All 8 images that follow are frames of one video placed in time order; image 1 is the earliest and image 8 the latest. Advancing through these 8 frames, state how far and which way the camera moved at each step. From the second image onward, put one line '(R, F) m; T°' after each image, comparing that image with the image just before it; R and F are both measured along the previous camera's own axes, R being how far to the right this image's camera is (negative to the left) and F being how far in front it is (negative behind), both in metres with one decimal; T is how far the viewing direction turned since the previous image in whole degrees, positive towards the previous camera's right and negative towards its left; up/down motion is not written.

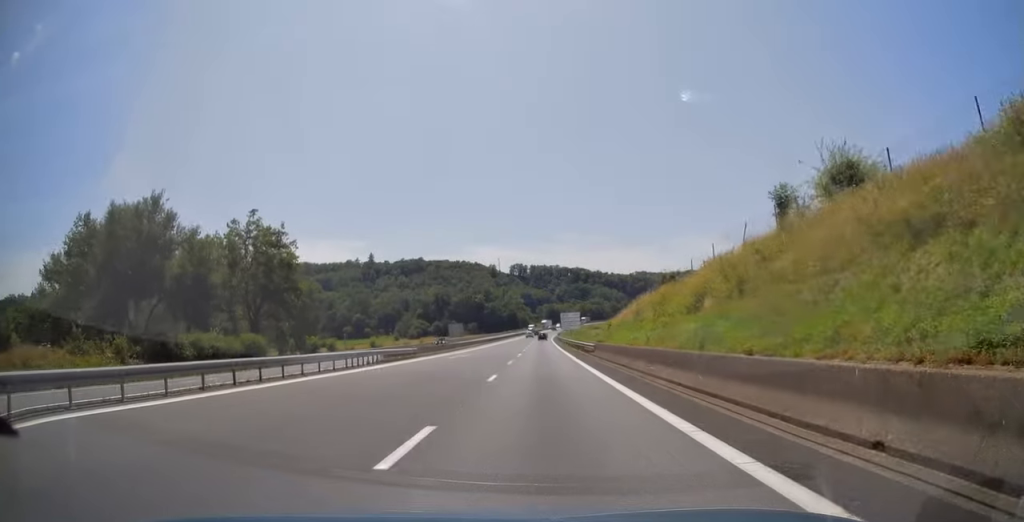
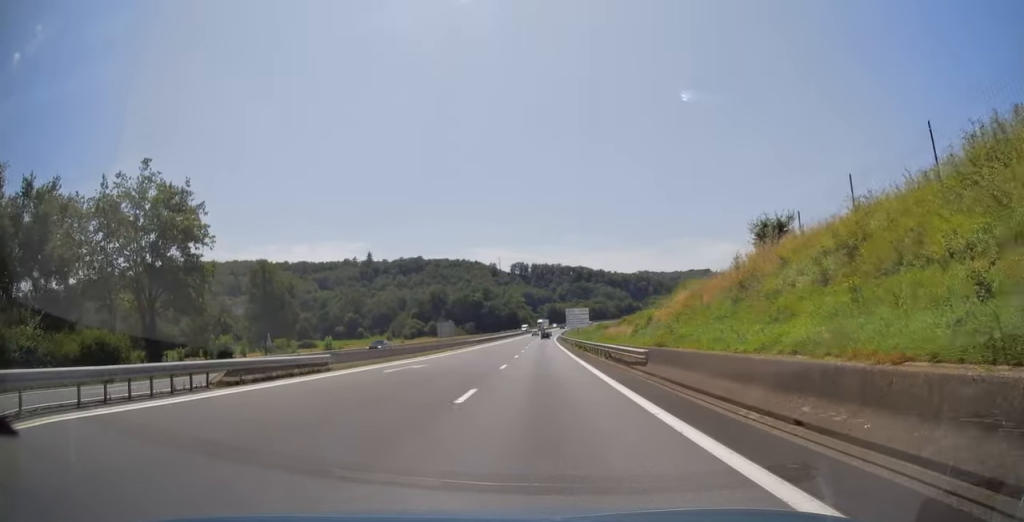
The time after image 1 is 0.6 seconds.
(0.0, +19.6) m; 0°
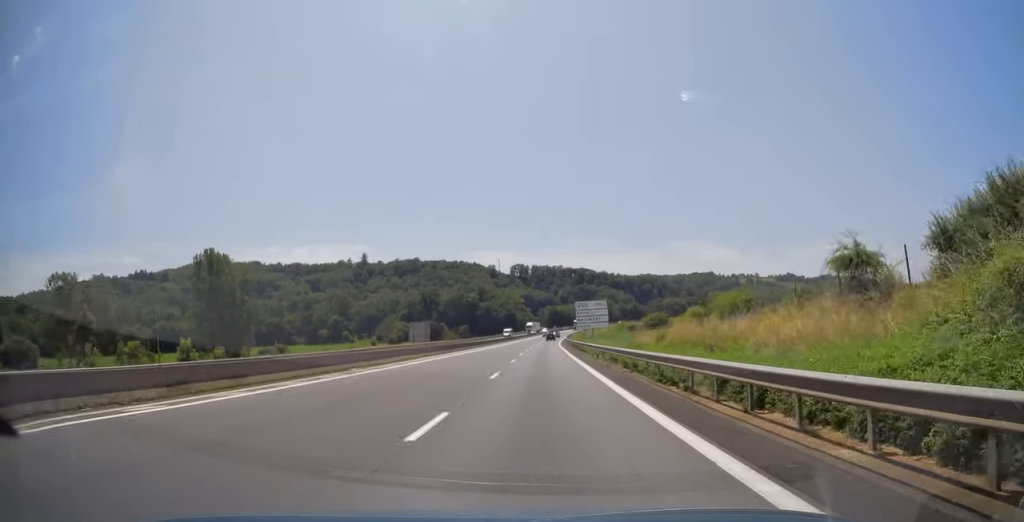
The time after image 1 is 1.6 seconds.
(-0.1, +30.5) m; 0°
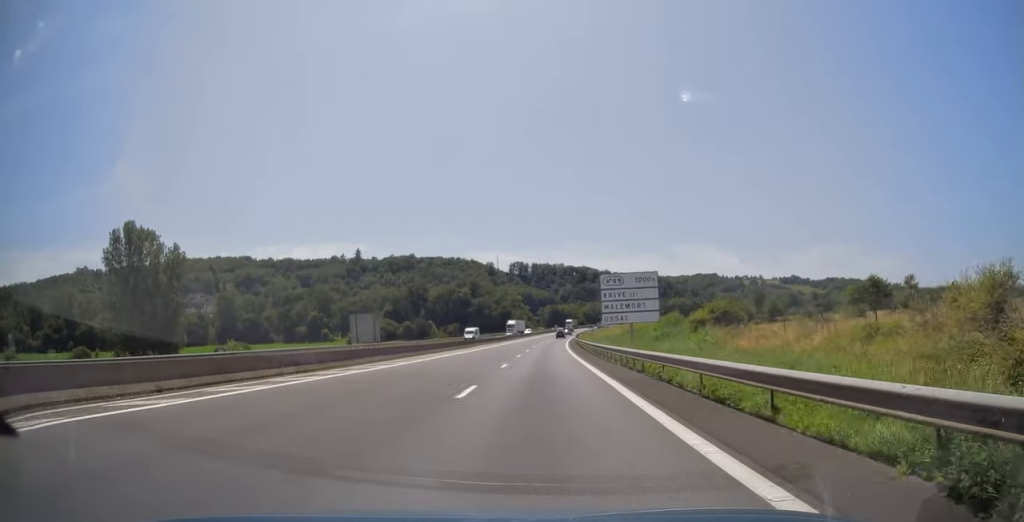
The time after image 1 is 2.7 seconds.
(0.0, +33.5) m; 0°
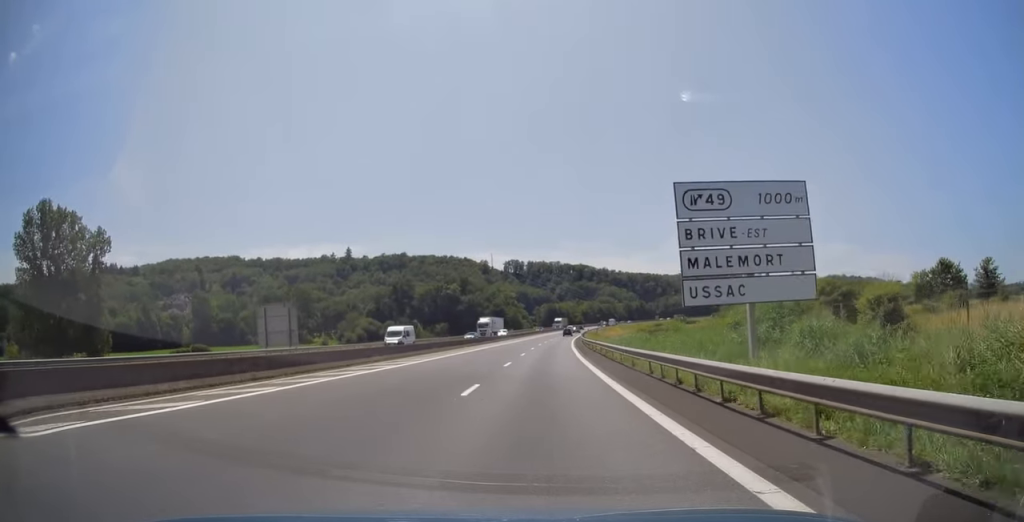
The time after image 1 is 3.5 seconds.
(0.0, +25.2) m; 0°
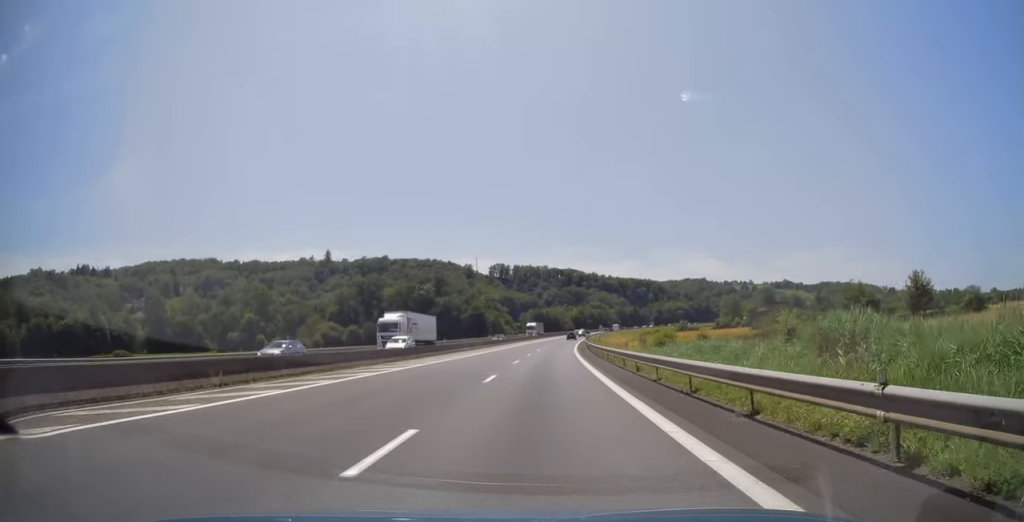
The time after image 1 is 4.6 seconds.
(+0.1, +33.7) m; +1°
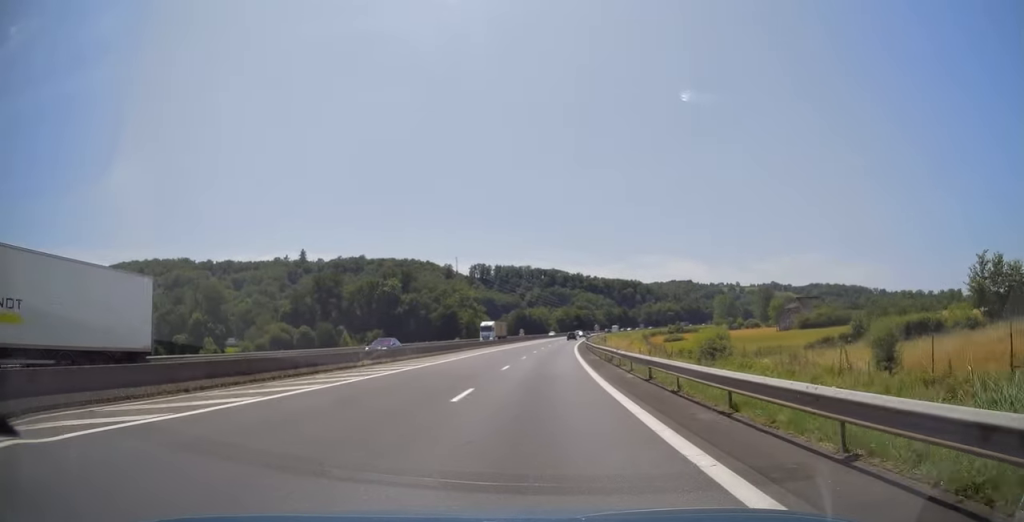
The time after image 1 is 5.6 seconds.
(+0.3, +31.2) m; +1°
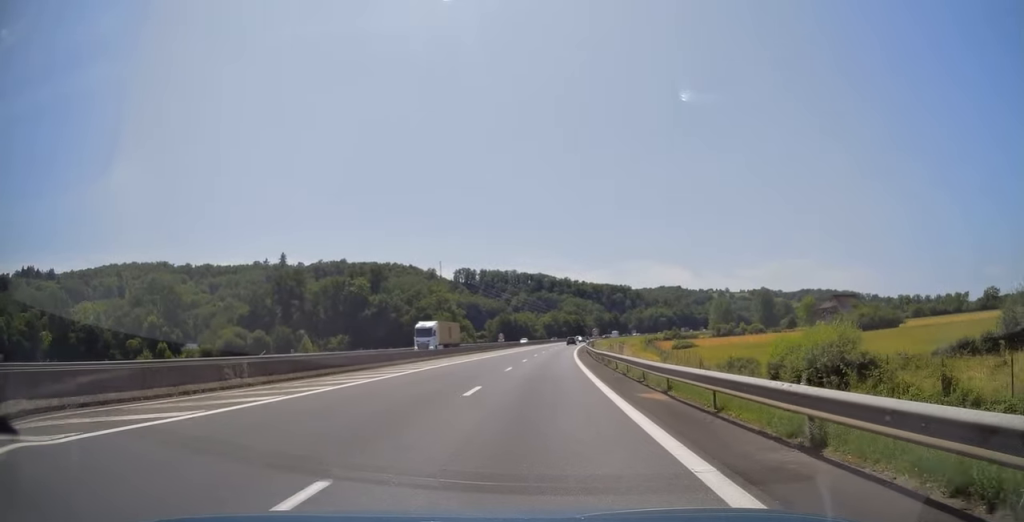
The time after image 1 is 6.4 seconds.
(+0.2, +23.5) m; +1°
